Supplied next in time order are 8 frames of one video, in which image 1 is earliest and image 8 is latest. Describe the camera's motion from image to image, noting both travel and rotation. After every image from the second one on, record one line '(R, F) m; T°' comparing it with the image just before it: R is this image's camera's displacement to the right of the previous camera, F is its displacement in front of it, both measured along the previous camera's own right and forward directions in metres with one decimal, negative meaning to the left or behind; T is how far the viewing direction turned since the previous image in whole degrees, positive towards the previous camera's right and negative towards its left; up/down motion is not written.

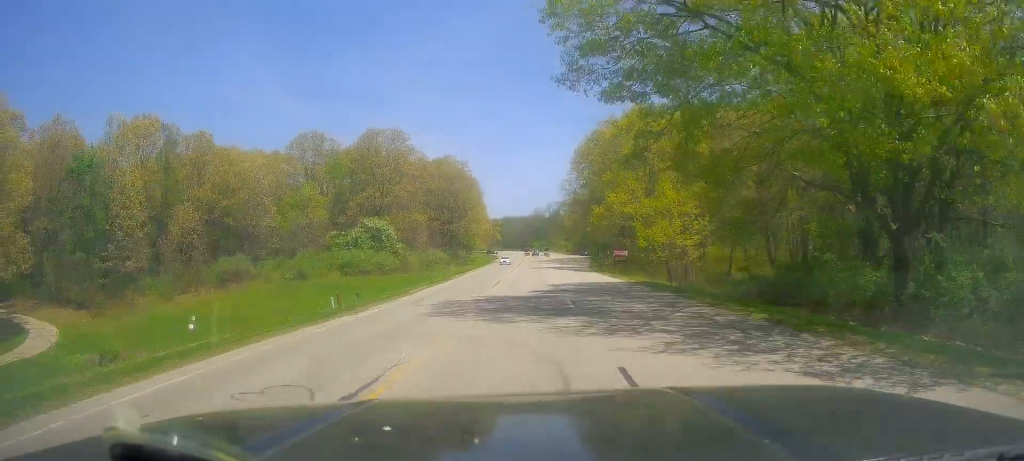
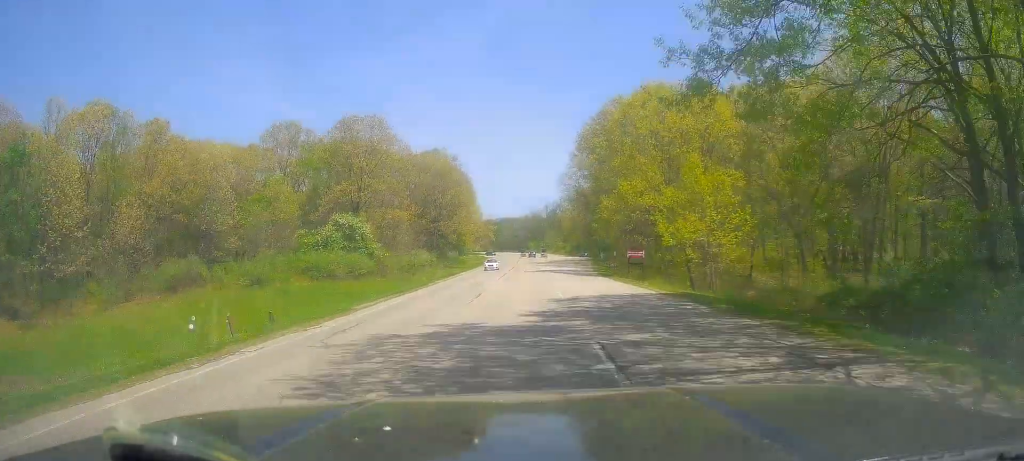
(-0.1, +10.1) m; +1°
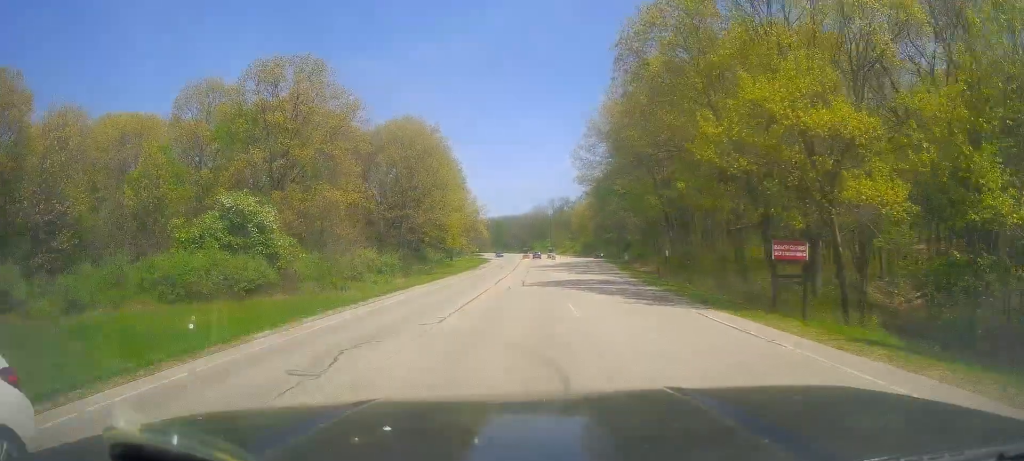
(+0.7, +27.1) m; 0°
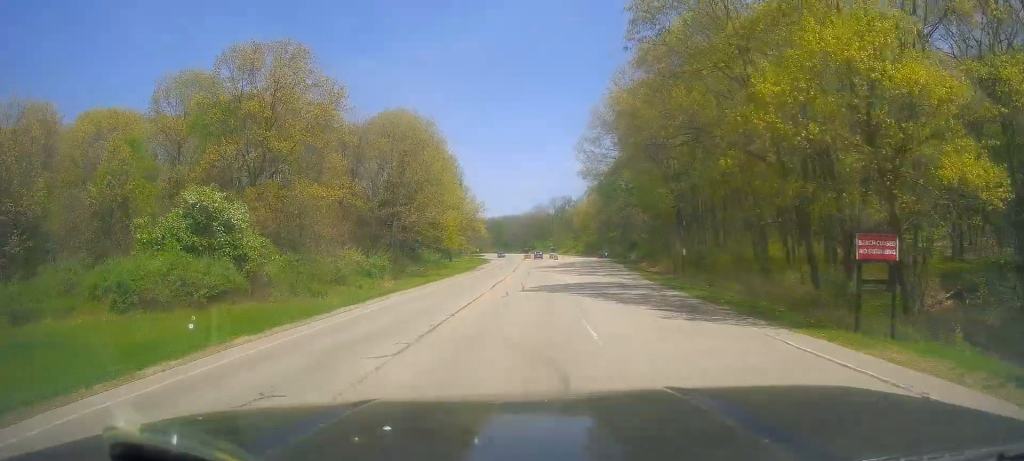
(-0.5, +5.0) m; 0°
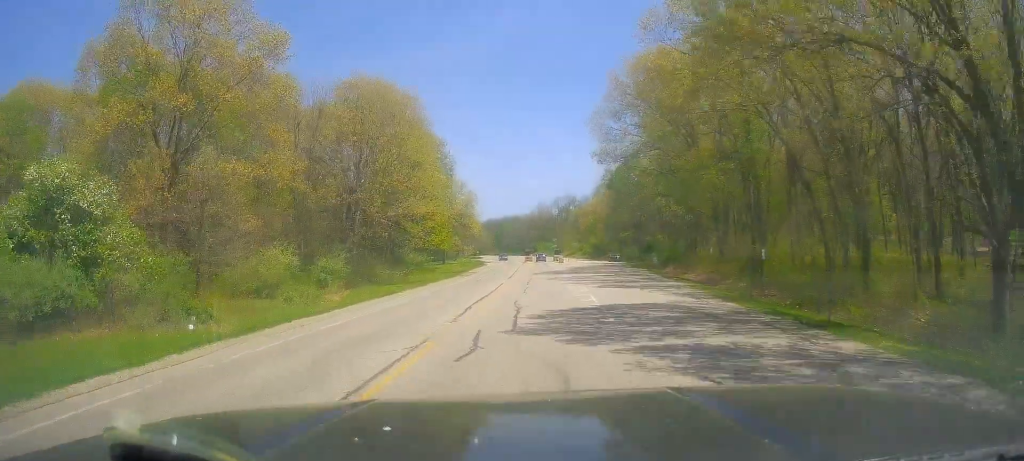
(+1.2, +14.7) m; +5°
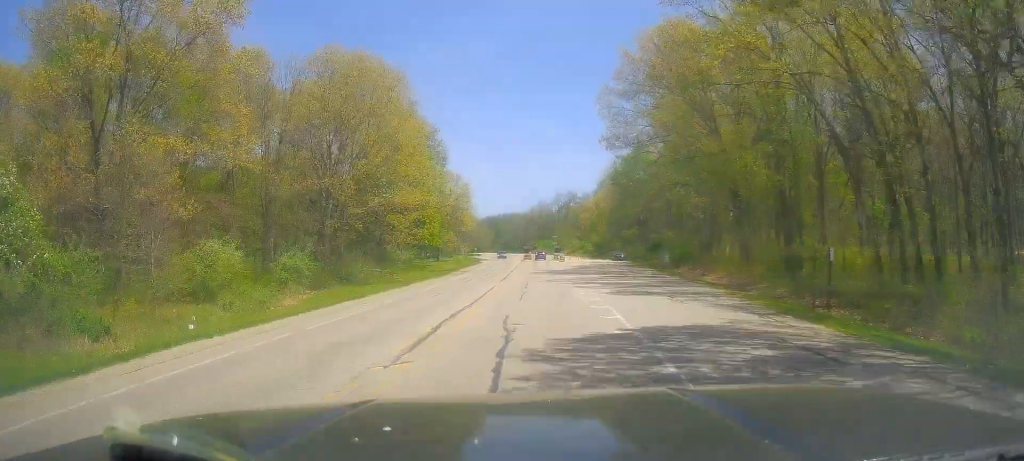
(-0.1, +6.9) m; -2°
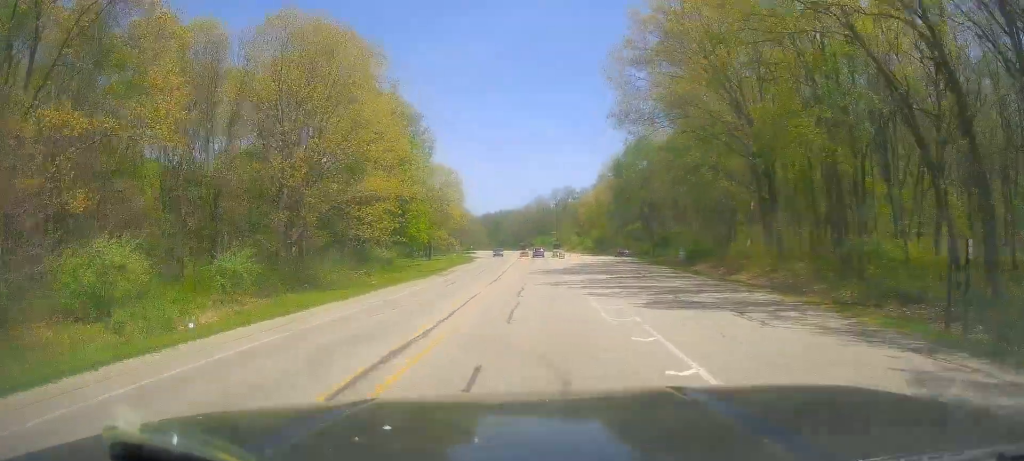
(-0.1, +8.0) m; -1°
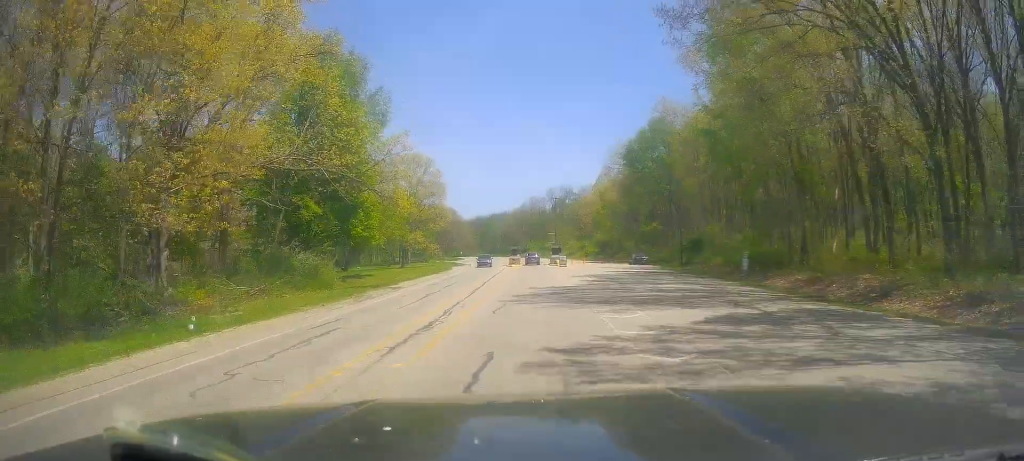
(0.0, +20.0) m; -1°
